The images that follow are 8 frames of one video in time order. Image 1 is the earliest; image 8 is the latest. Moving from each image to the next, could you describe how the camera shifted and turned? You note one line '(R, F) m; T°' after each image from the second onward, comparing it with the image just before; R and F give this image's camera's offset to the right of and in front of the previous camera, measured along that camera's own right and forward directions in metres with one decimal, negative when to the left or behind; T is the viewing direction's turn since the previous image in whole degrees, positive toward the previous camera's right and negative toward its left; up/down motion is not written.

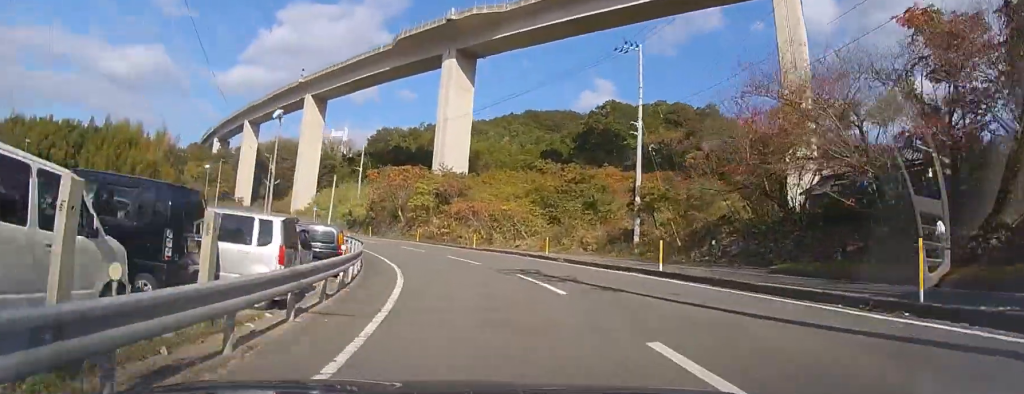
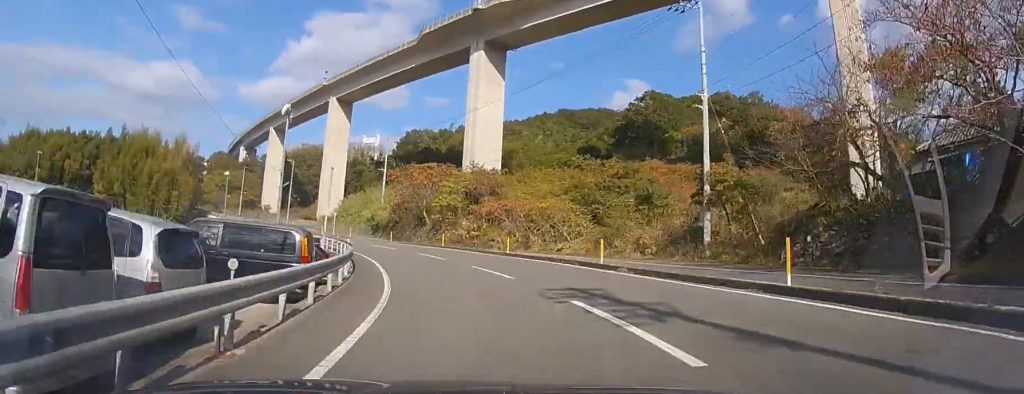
(+0.1, +5.7) m; -4°
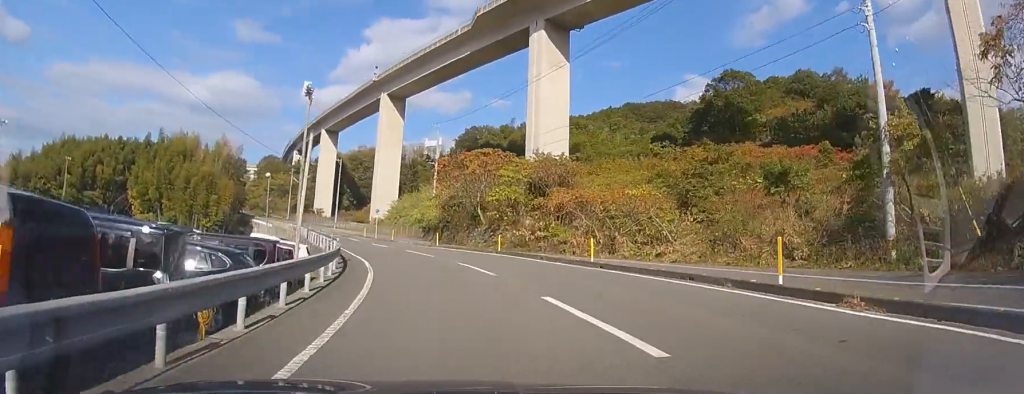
(-0.7, +9.6) m; -16°
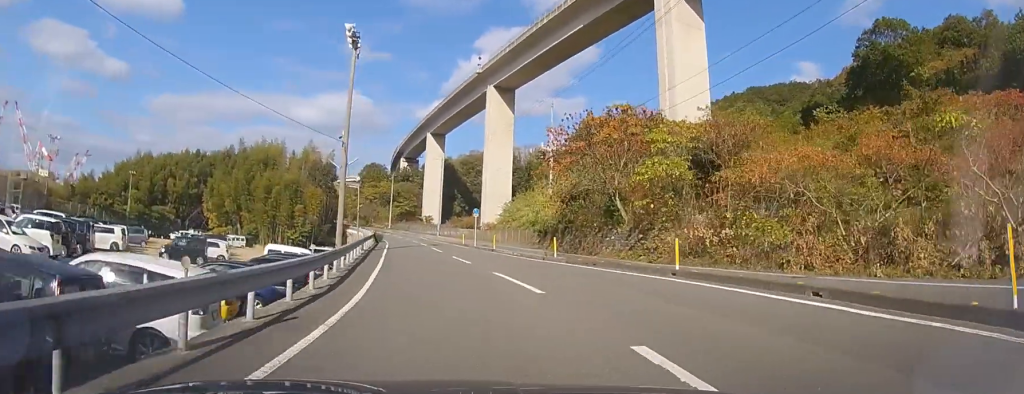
(-3.6, +13.9) m; -18°
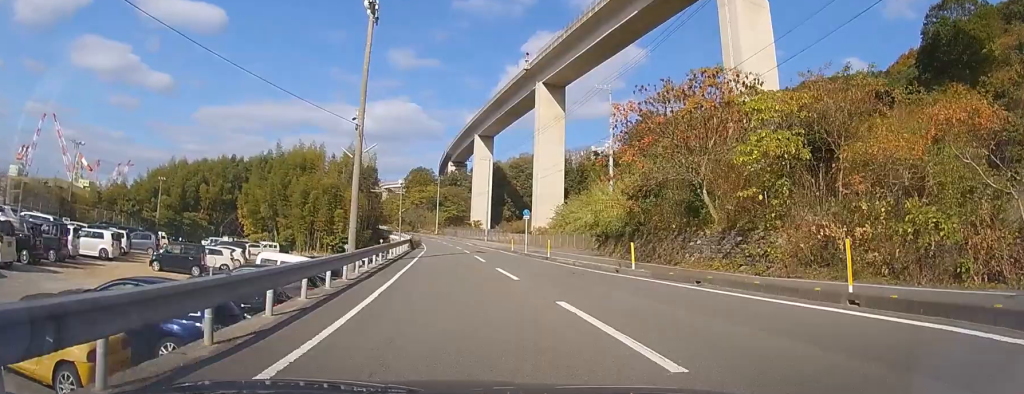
(0.0, +5.8) m; 0°
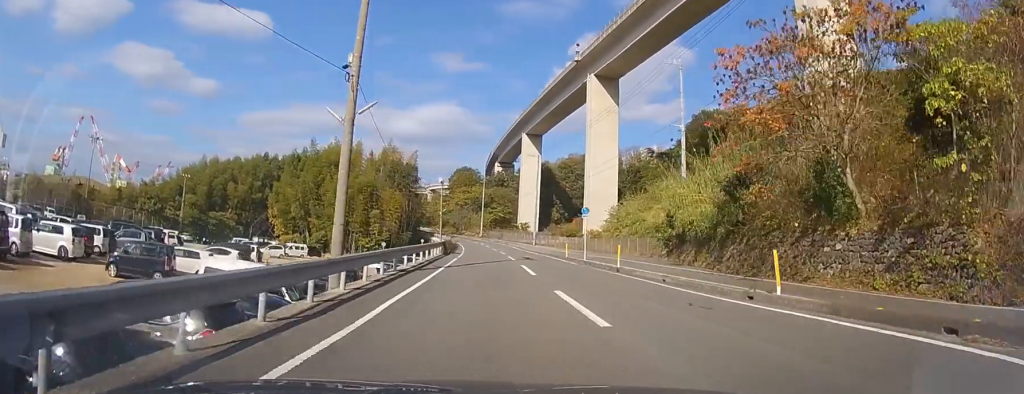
(0.0, +7.3) m; 0°
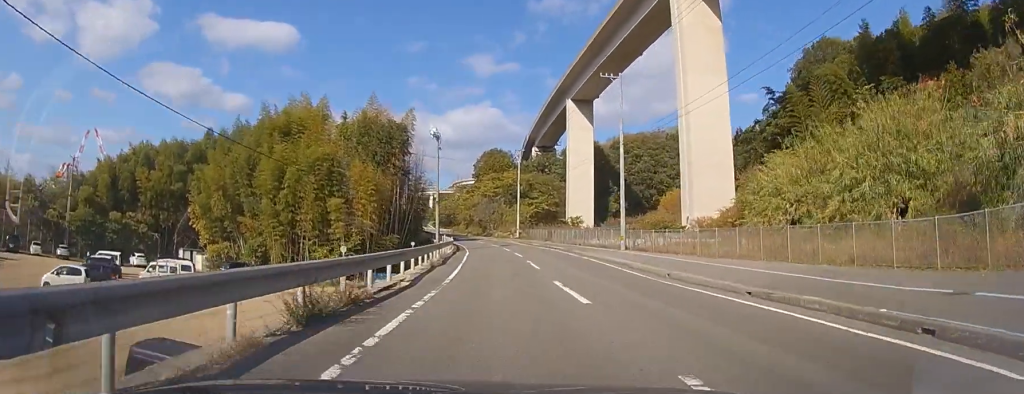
(0.0, +37.8) m; 0°
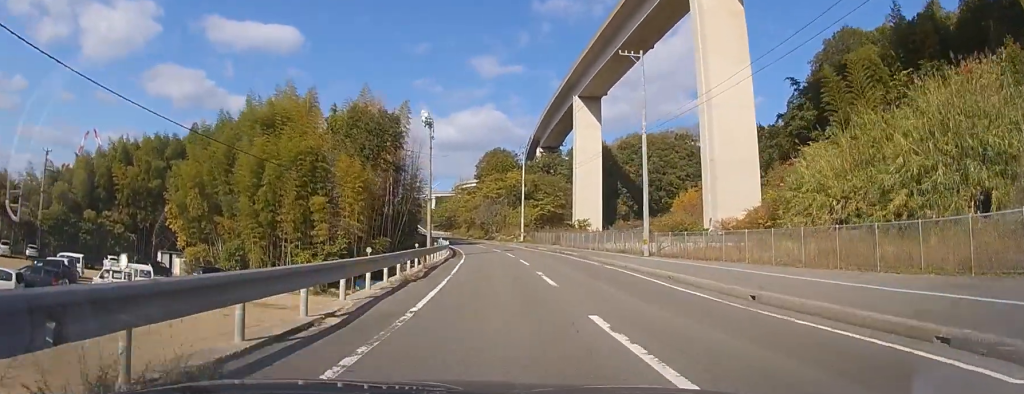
(0.0, +5.4) m; 0°
